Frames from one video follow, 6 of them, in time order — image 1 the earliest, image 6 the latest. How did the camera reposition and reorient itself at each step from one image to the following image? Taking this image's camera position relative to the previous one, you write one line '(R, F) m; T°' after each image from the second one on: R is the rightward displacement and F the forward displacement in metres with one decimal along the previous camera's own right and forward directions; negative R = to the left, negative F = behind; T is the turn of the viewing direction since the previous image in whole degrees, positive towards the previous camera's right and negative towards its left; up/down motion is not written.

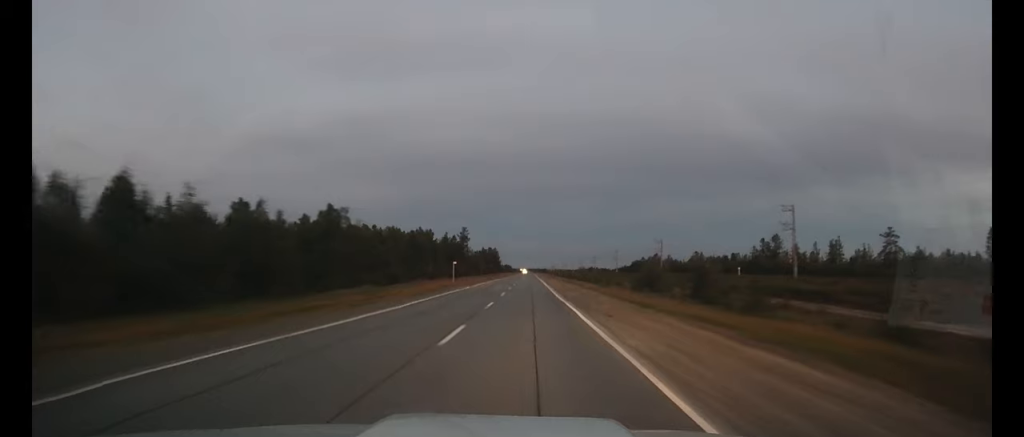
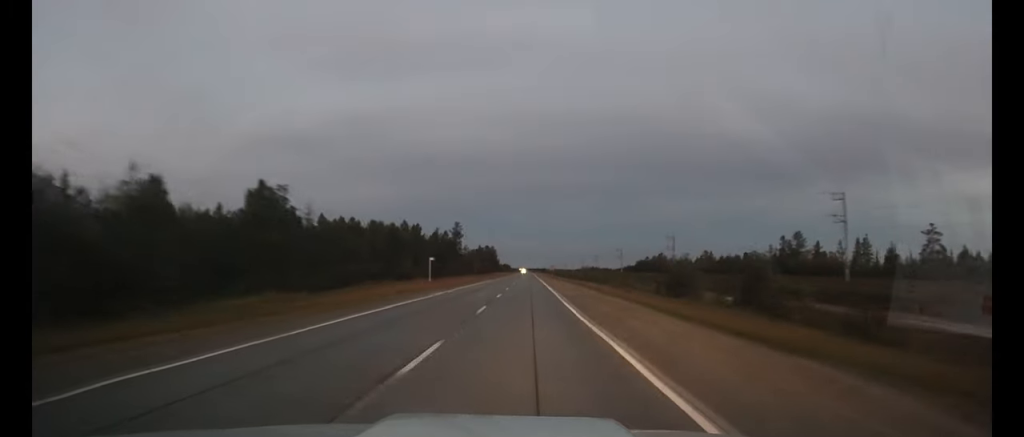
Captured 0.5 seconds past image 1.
(0.0, +15.7) m; 0°
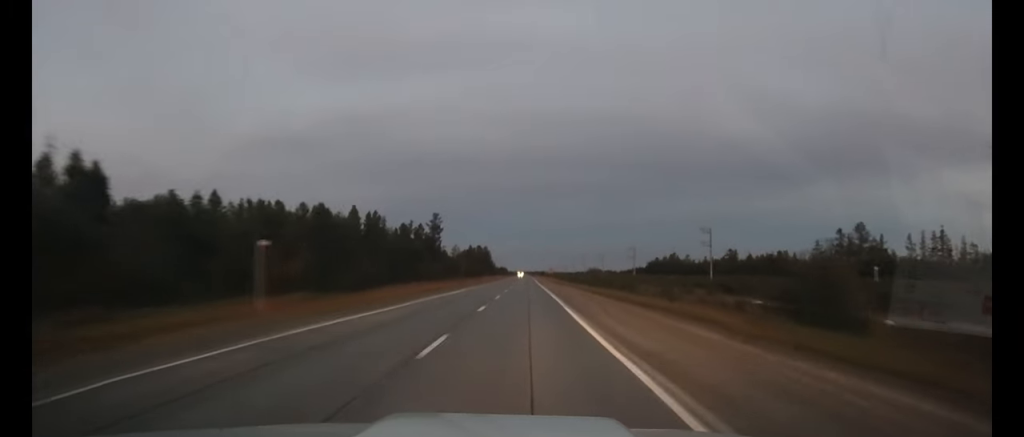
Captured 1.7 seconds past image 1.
(0.0, +34.3) m; 0°
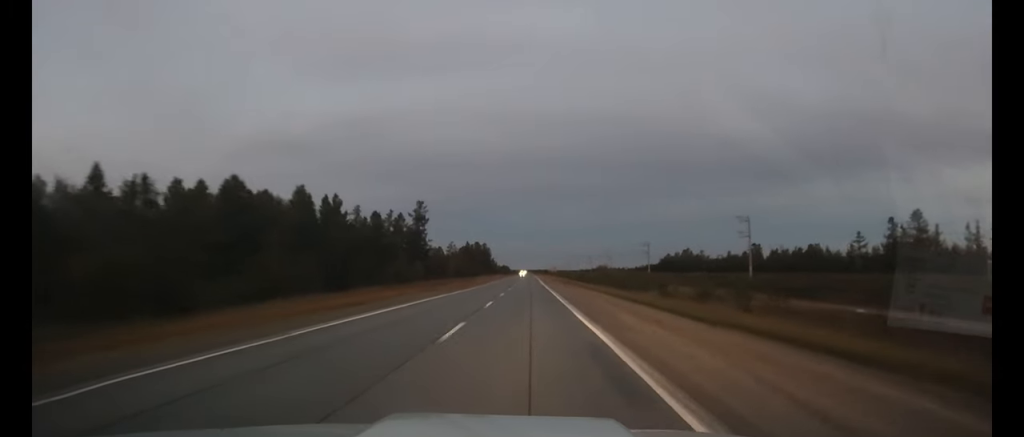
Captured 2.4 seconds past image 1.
(0.0, +21.5) m; 0°
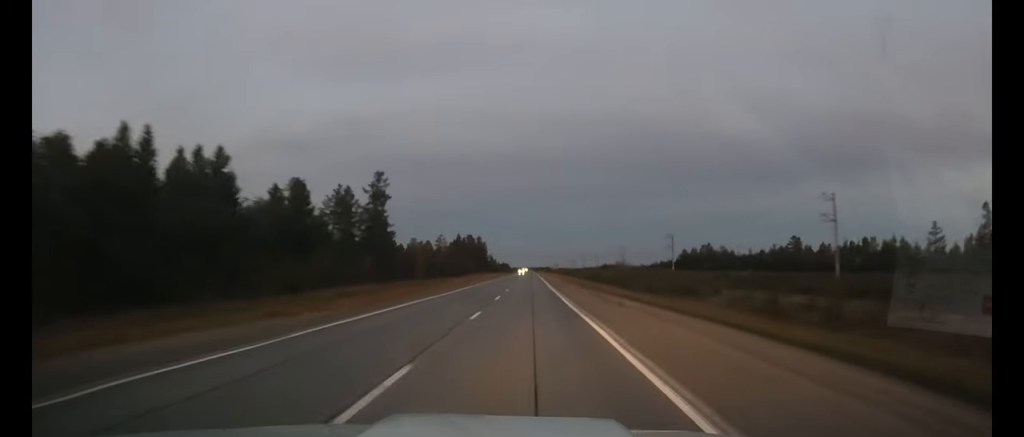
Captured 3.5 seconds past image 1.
(0.0, +31.3) m; 0°
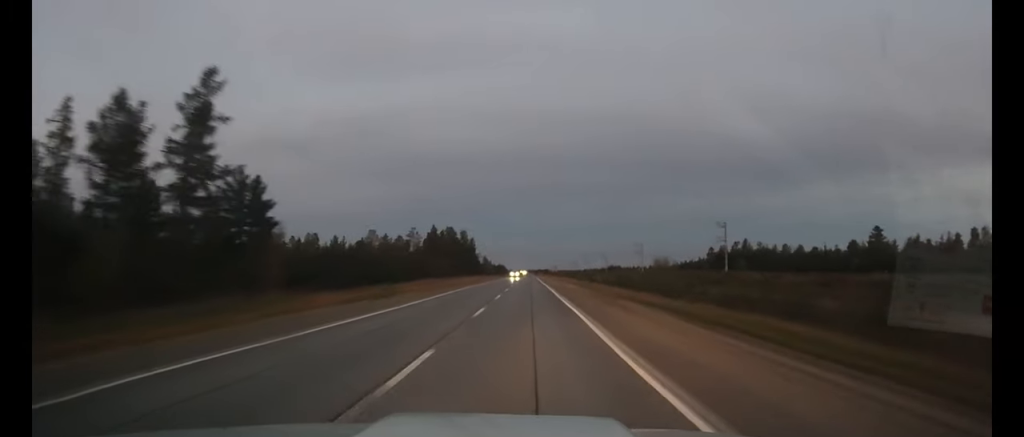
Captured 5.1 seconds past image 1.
(0.0, +45.9) m; 0°
